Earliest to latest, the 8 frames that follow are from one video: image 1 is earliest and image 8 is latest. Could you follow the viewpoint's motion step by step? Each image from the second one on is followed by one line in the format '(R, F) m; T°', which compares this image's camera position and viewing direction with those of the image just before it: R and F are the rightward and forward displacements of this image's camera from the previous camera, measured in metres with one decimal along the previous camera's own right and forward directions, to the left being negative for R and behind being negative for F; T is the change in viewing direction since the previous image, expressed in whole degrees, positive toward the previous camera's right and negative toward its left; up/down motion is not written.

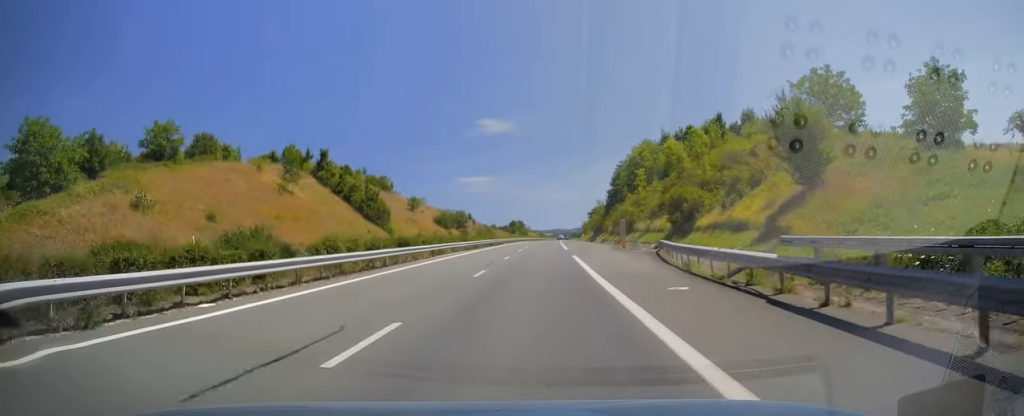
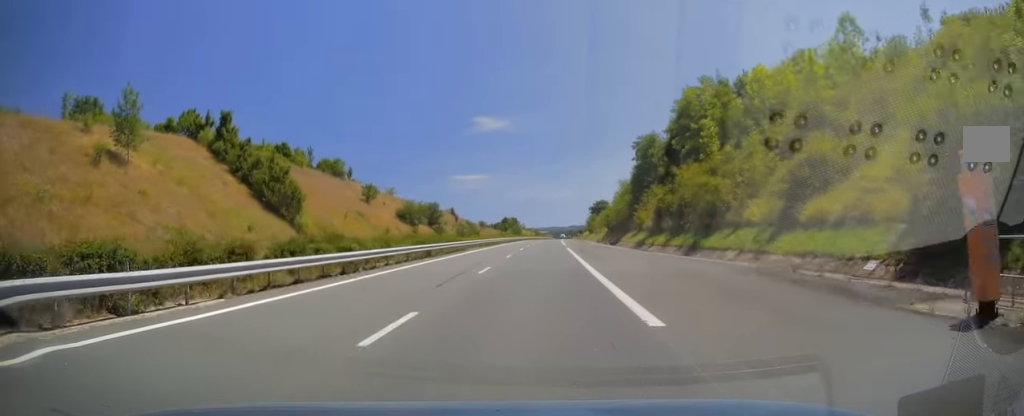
(+0.3, +37.9) m; +1°
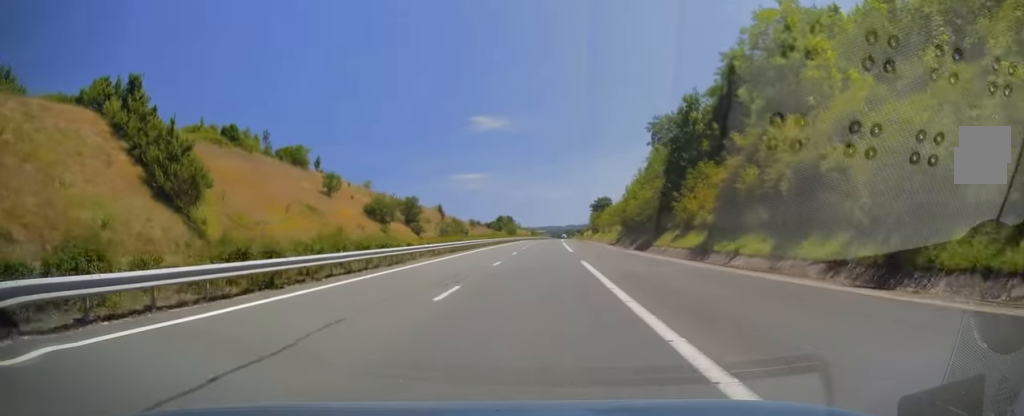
(+0.2, +21.2) m; 0°
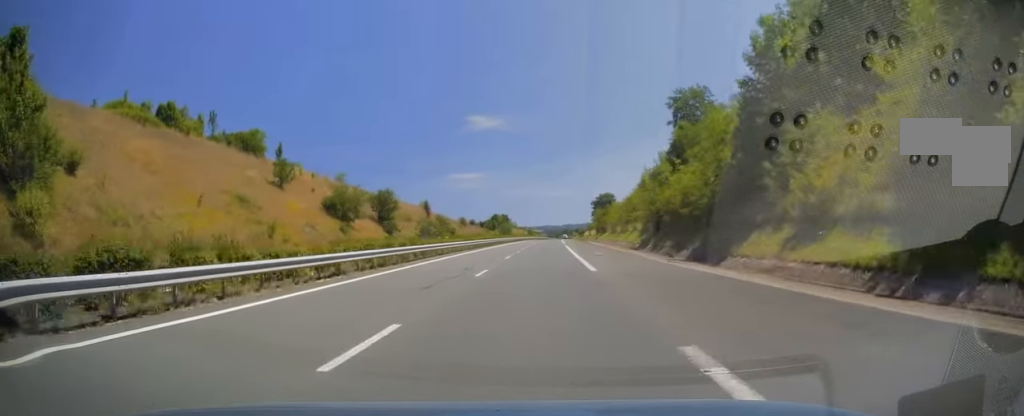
(-0.3, +19.3) m; 0°
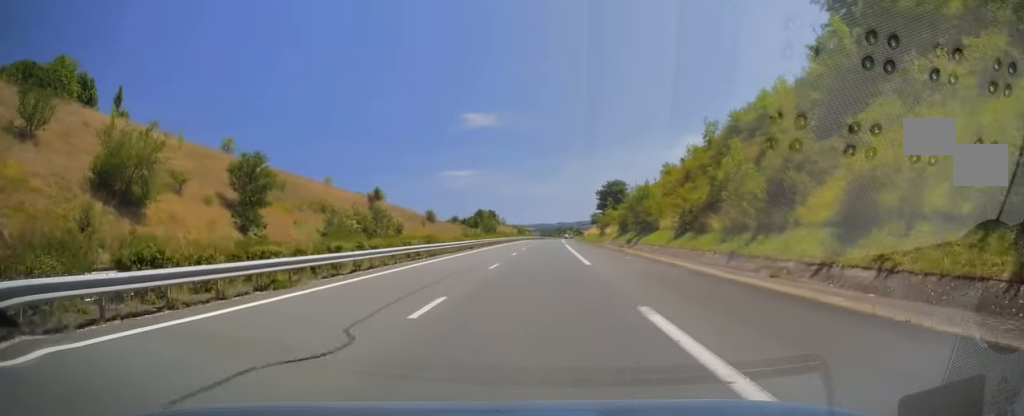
(+0.5, +48.3) m; +1°
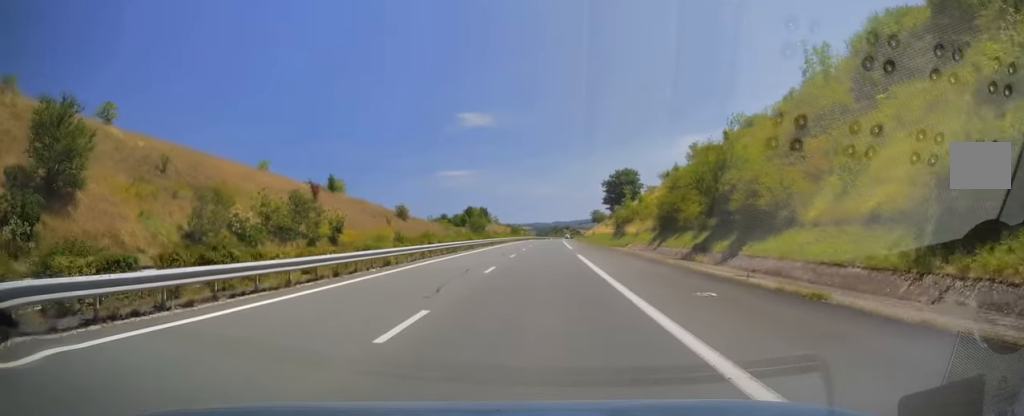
(0.0, +28.1) m; 0°
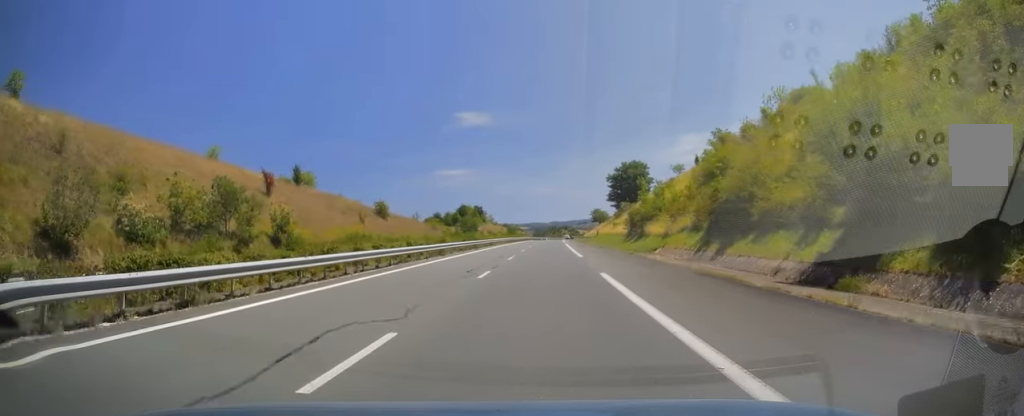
(-0.1, +15.3) m; 0°
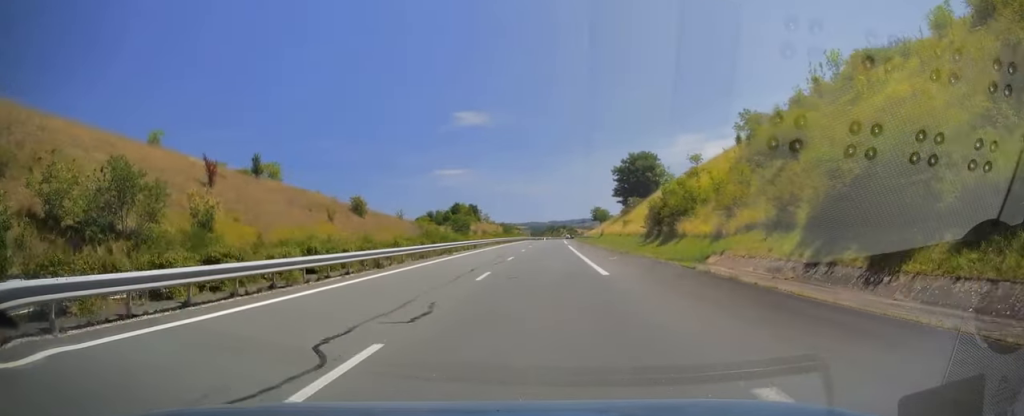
(+0.1, +13.8) m; 0°
